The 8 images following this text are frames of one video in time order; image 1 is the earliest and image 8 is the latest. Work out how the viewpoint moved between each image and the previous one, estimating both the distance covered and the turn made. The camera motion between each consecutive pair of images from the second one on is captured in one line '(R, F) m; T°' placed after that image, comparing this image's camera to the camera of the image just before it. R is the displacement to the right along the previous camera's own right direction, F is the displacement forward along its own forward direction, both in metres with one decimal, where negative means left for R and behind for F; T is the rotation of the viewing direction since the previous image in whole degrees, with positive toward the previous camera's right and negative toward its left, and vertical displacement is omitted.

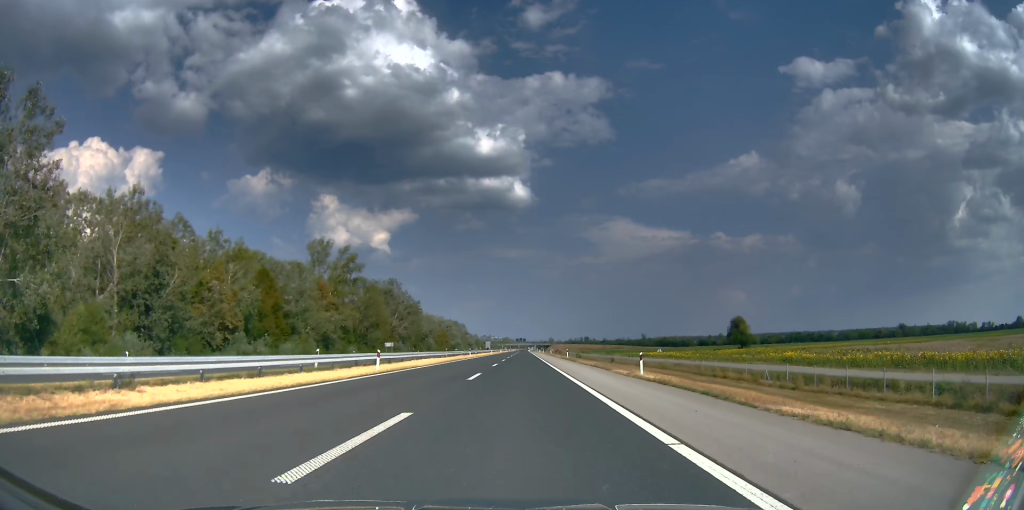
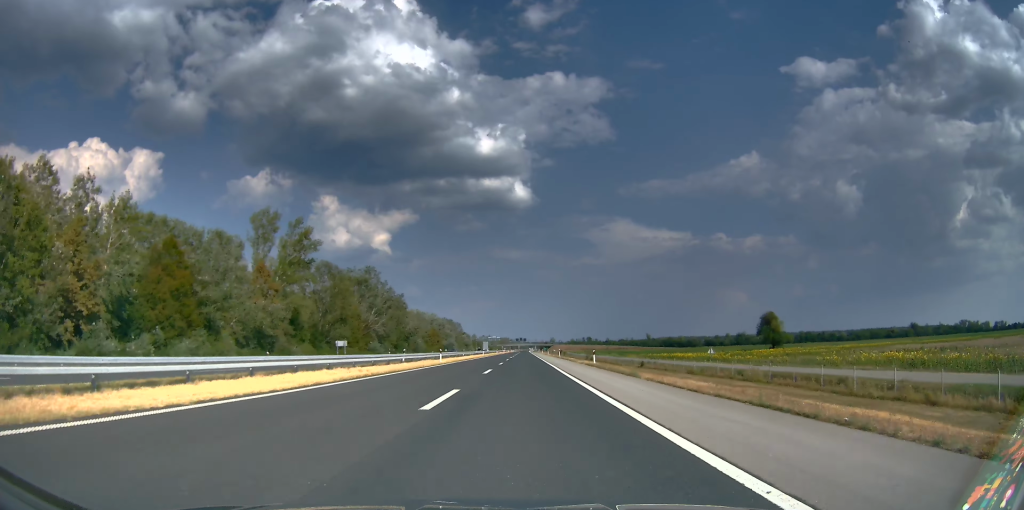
(-0.1, +24.0) m; 0°
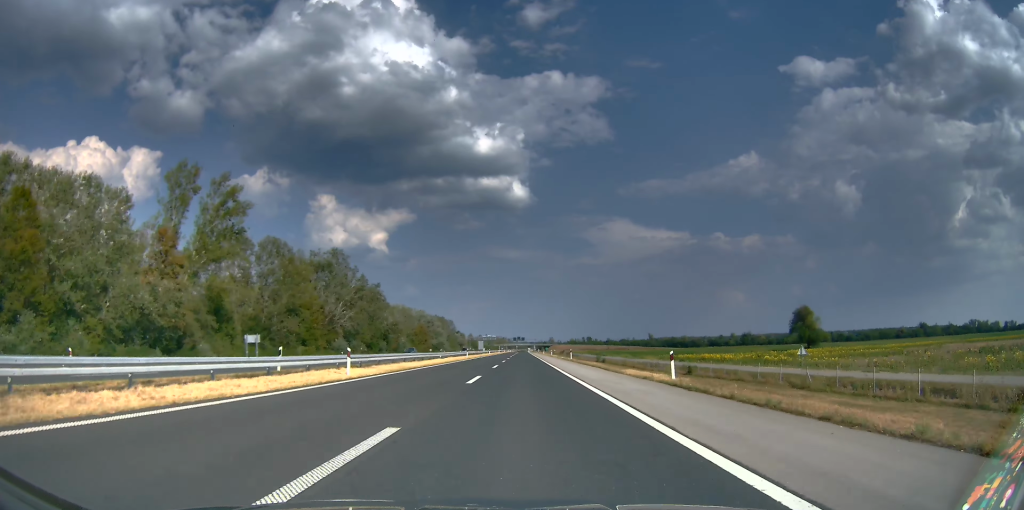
(0.0, +23.3) m; +1°
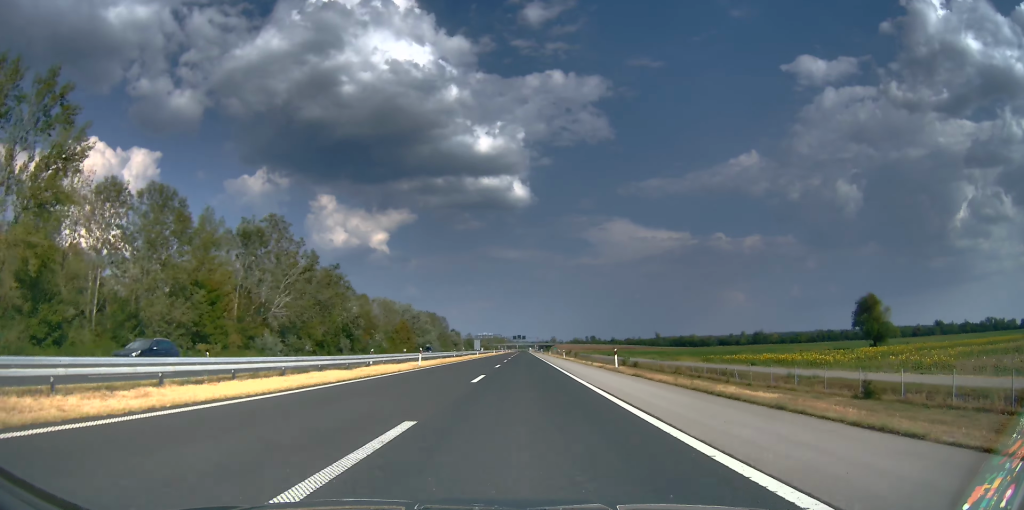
(+0.4, +32.4) m; 0°
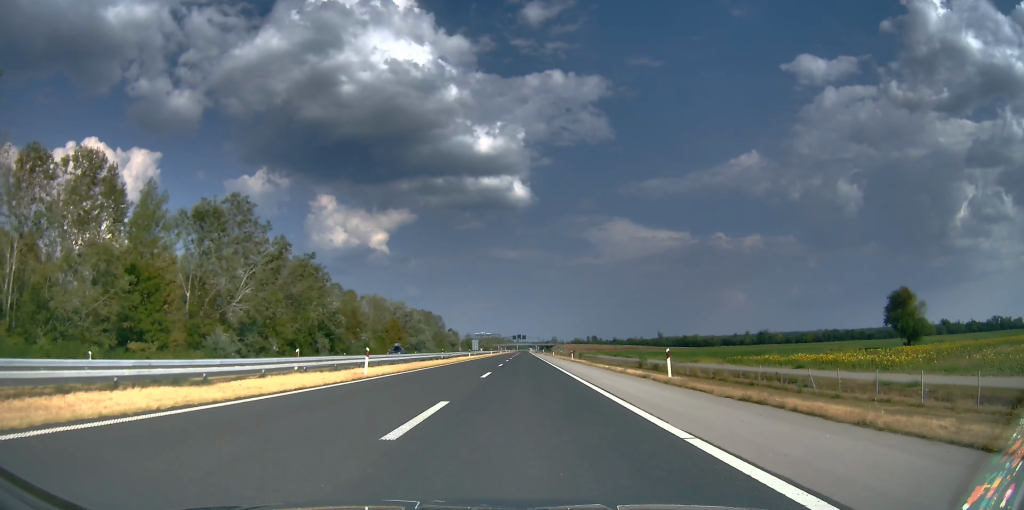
(+0.4, +13.4) m; 0°
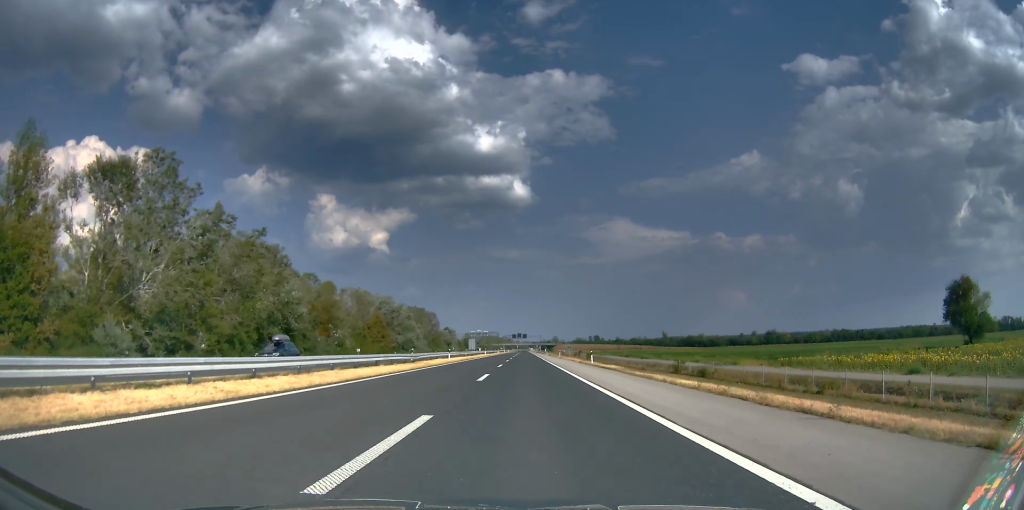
(-0.4, +20.6) m; 0°
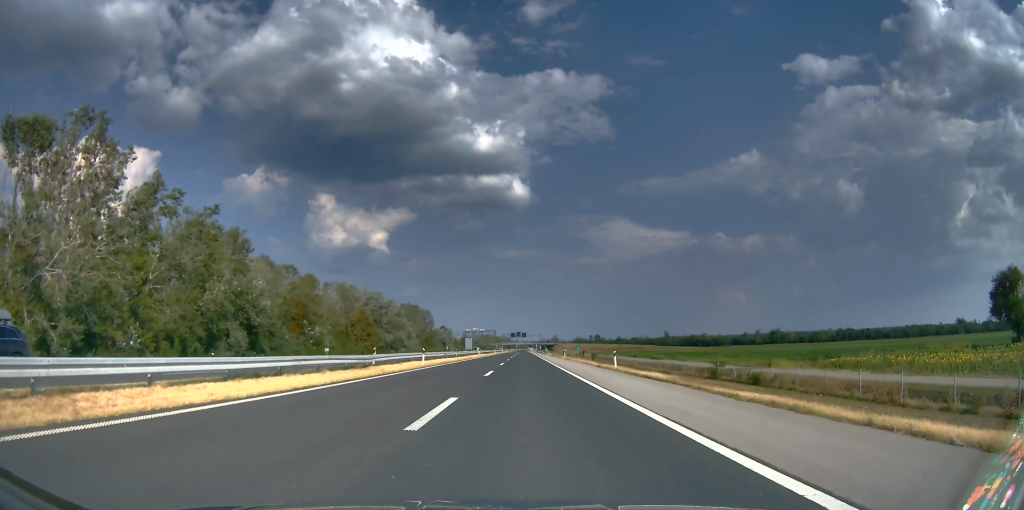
(-0.4, +13.9) m; 0°
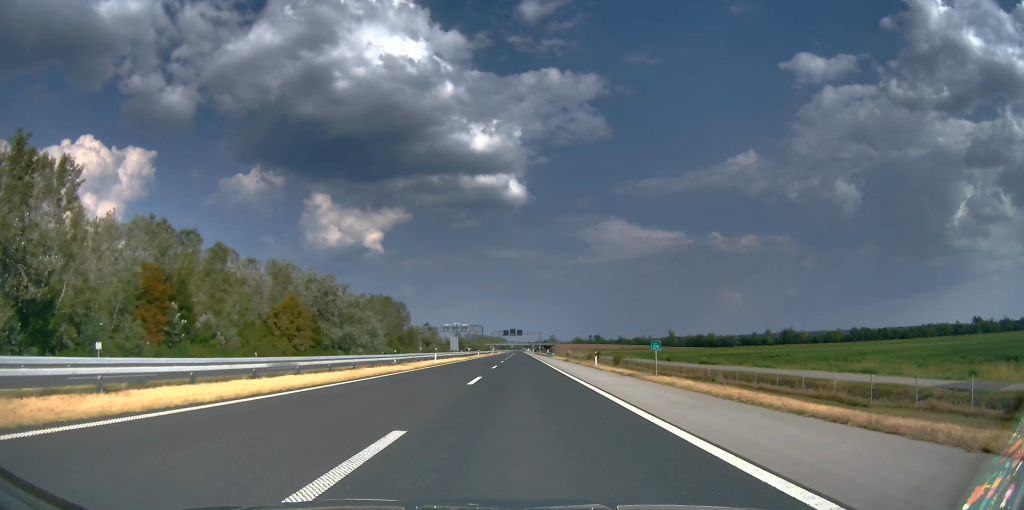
(+0.5, +42.8) m; +1°
